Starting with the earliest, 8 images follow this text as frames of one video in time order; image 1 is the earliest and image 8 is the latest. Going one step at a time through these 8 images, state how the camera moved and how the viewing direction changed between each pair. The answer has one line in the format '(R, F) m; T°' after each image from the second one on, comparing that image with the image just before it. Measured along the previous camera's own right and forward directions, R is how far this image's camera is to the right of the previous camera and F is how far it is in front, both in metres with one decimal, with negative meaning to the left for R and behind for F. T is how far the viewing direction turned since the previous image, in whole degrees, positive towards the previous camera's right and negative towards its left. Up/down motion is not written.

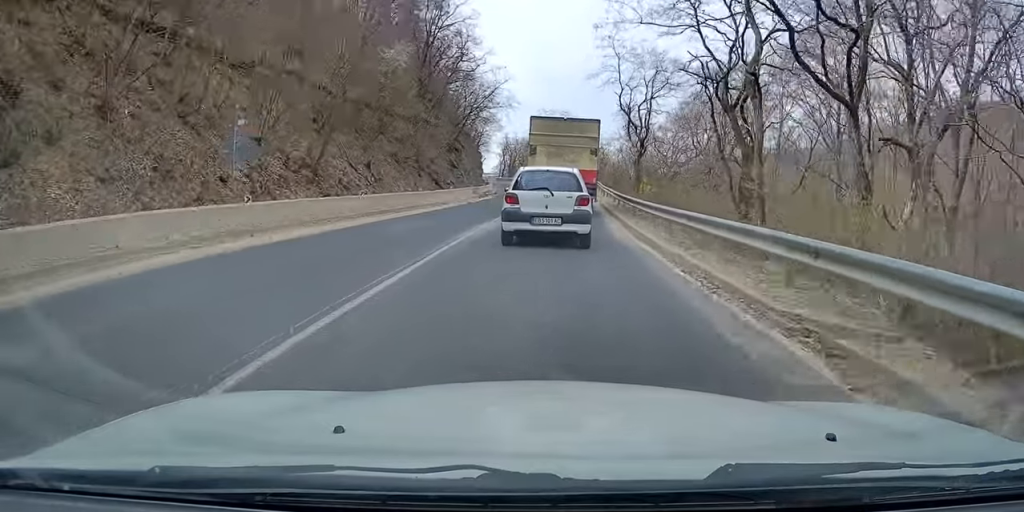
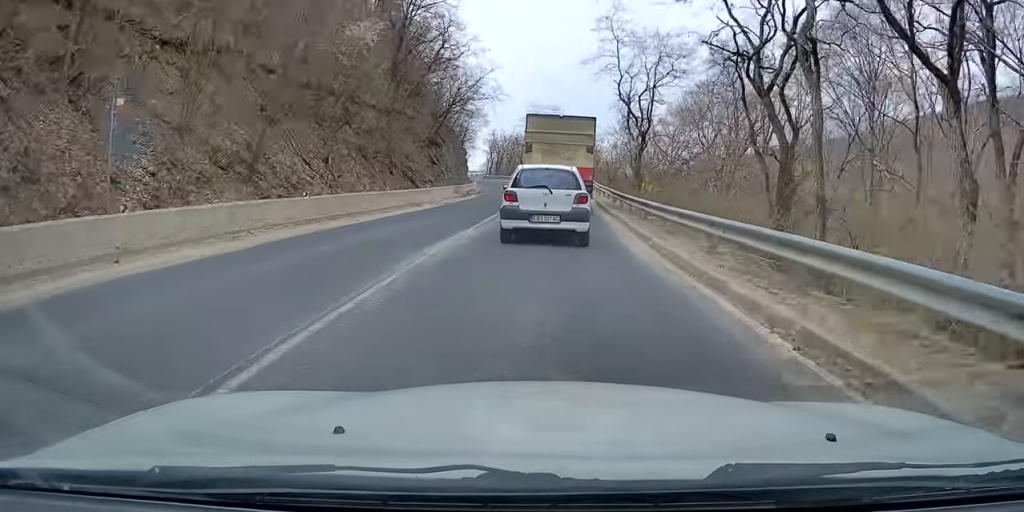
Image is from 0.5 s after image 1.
(0.0, +4.6) m; 0°
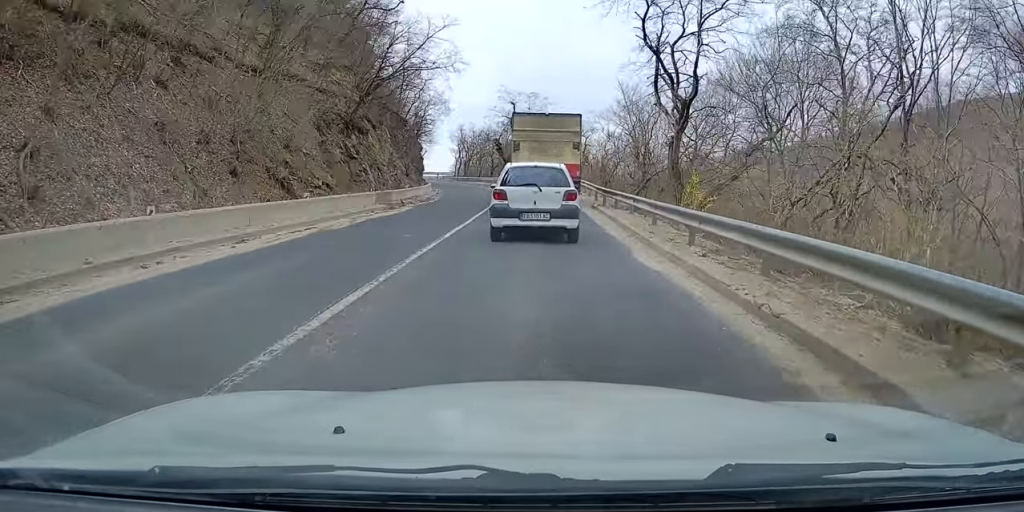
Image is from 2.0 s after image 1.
(0.0, +15.1) m; +2°
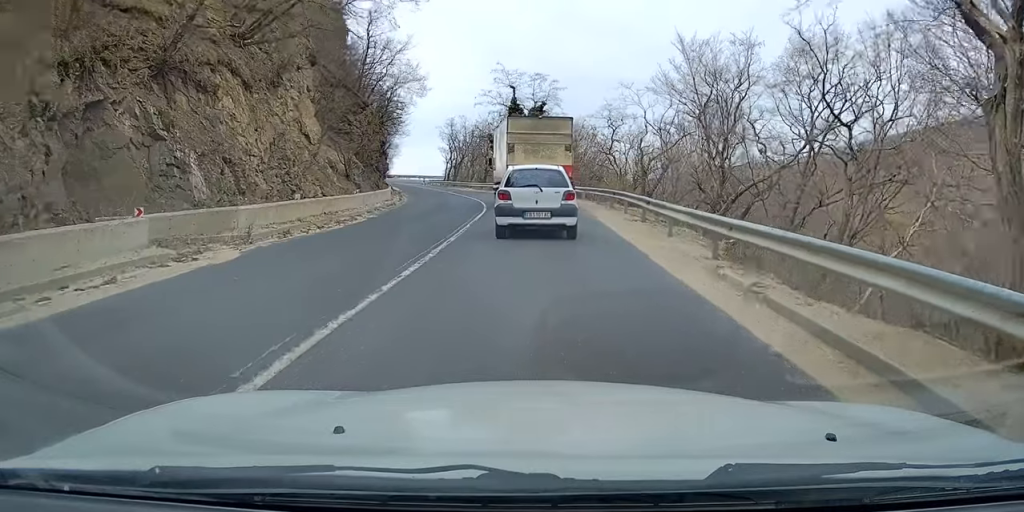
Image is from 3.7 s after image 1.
(+0.4, +15.9) m; 0°
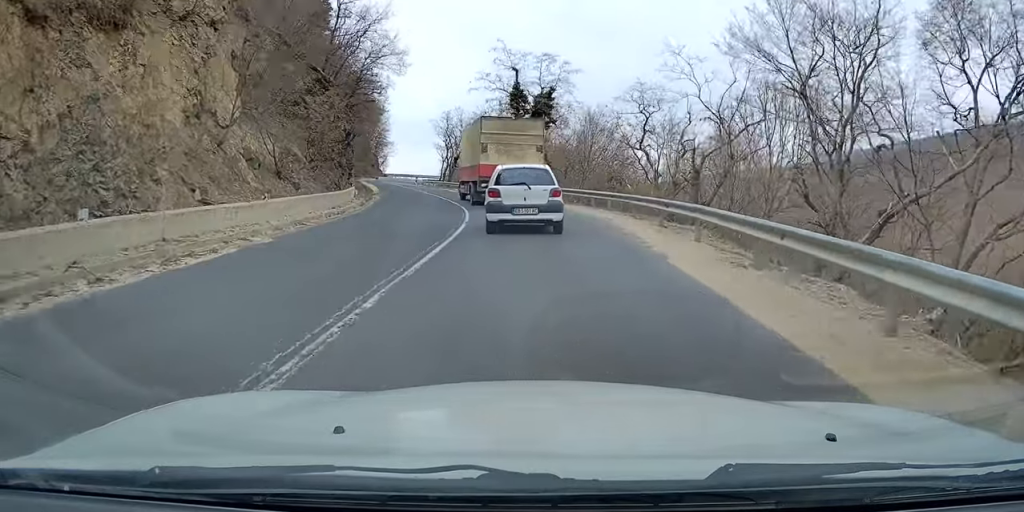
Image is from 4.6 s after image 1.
(-0.3, +9.2) m; -4°
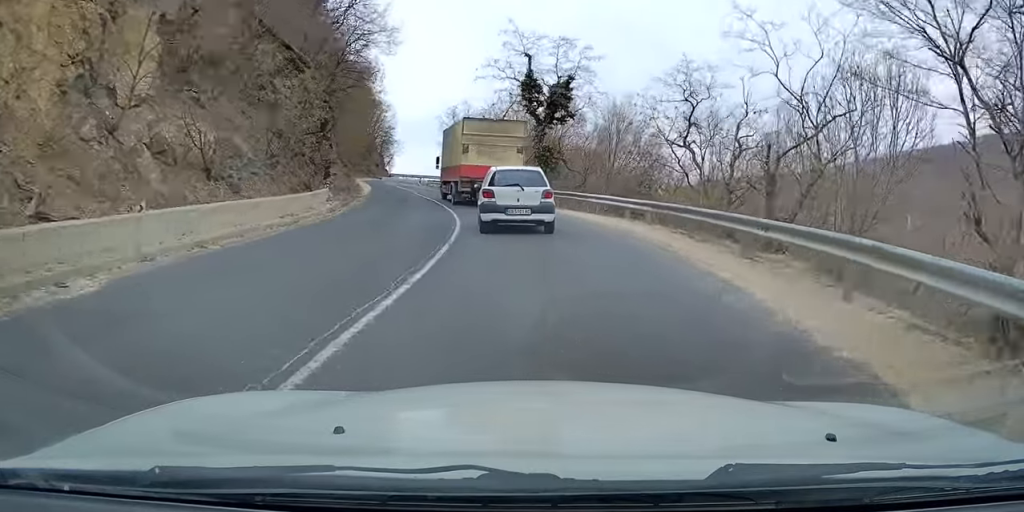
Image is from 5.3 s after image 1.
(-0.2, +6.1) m; -3°
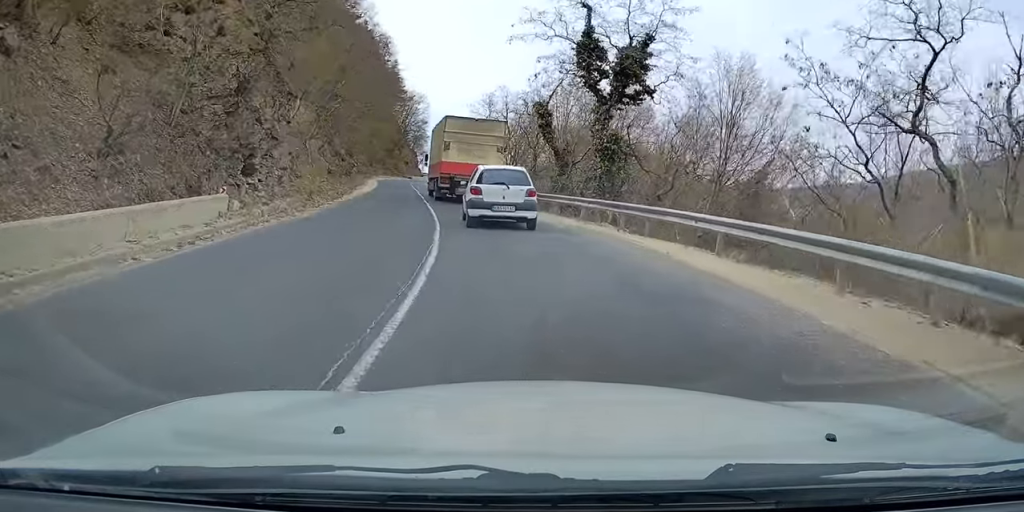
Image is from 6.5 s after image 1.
(-0.6, +12.4) m; -5°
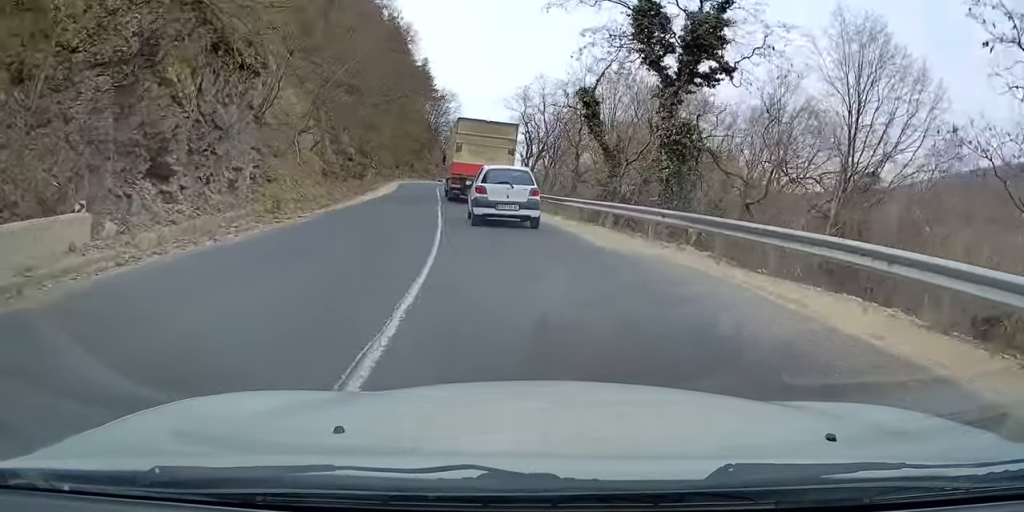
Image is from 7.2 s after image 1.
(-0.1, +6.3) m; -3°
